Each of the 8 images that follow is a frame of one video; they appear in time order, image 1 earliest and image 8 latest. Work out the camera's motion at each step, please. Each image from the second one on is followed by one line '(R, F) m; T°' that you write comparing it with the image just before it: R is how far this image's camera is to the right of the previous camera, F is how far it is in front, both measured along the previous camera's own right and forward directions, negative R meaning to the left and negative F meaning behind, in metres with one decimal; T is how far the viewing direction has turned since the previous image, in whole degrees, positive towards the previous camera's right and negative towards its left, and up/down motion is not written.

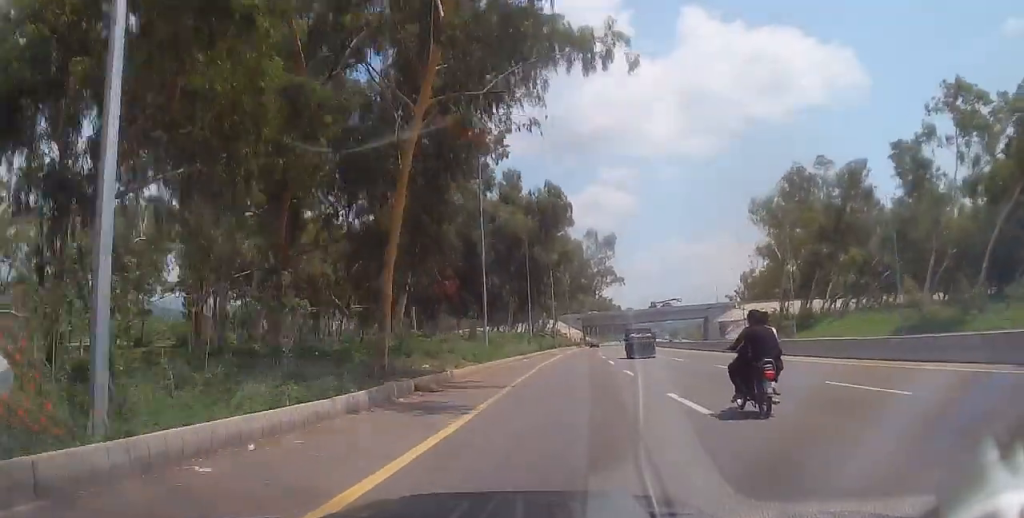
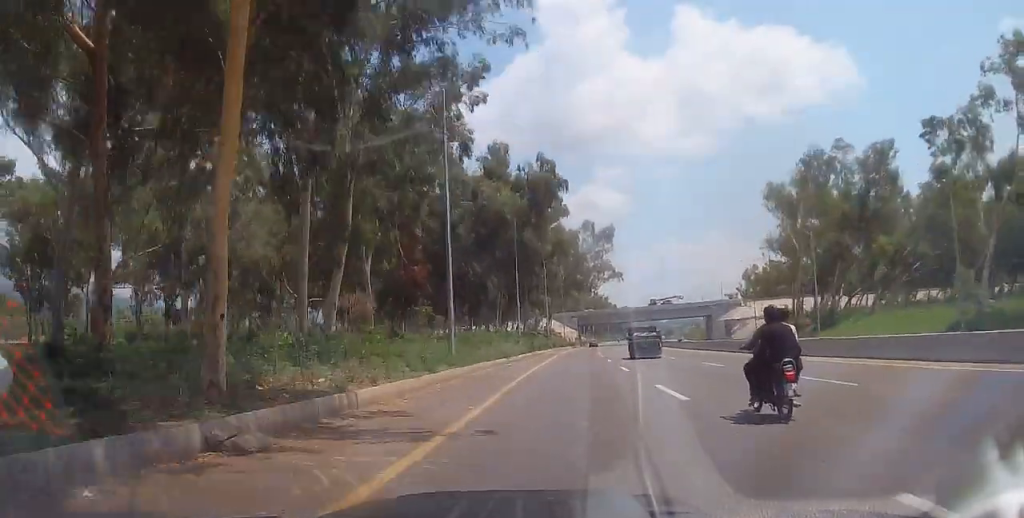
(0.0, +9.8) m; +1°
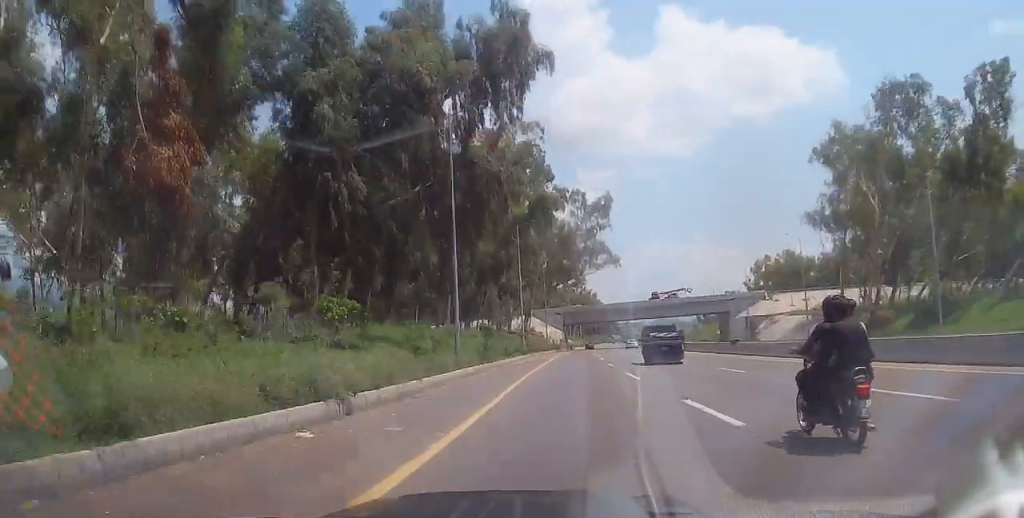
(+0.6, +27.7) m; 0°
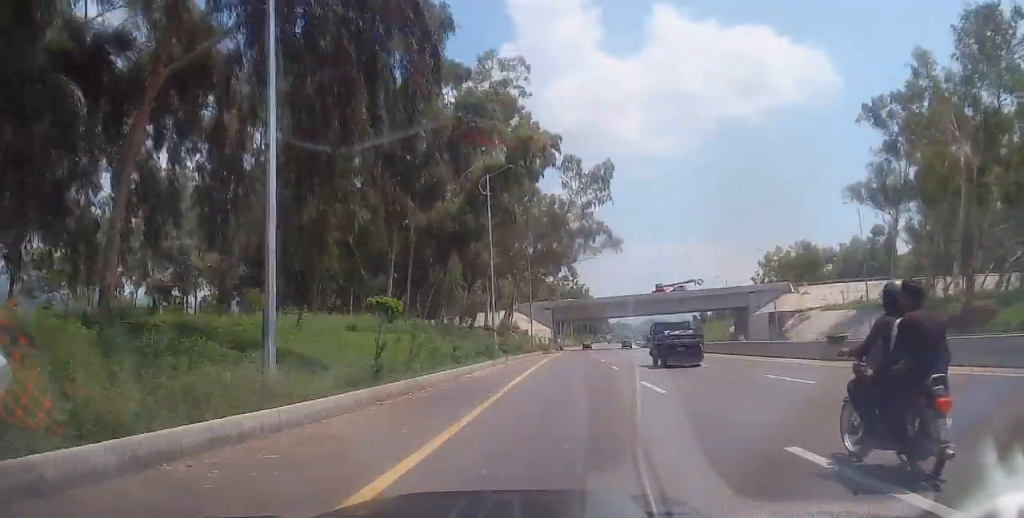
(-0.1, +18.0) m; 0°
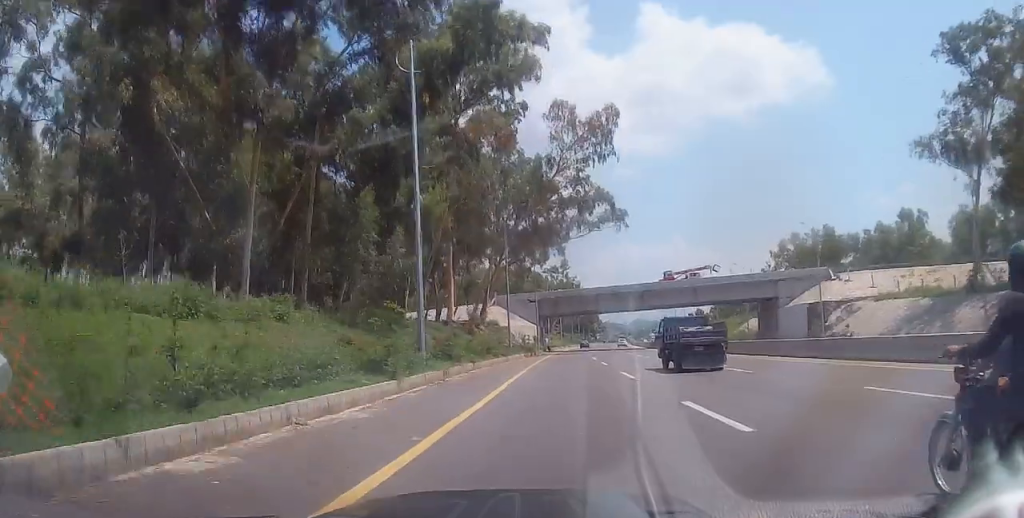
(+0.2, +18.9) m; +2°
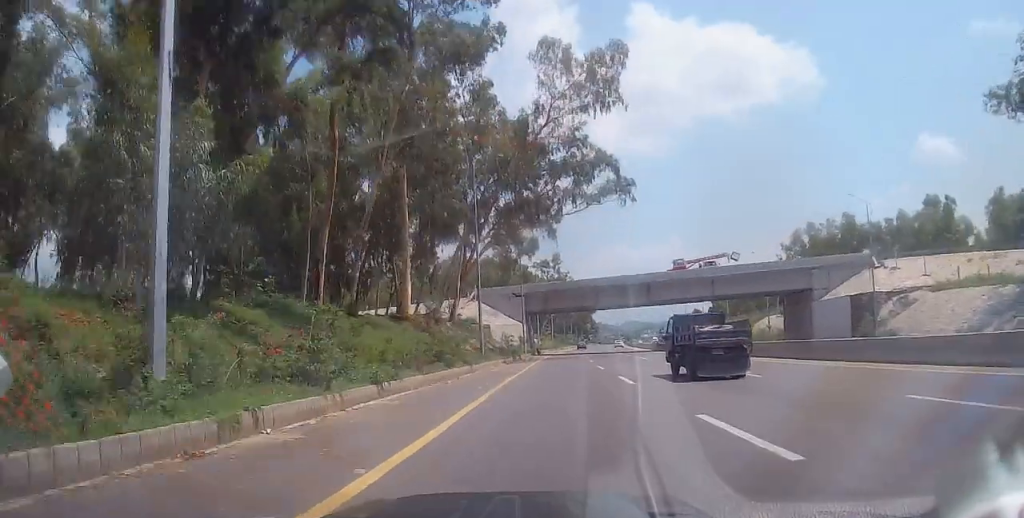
(+0.3, +14.0) m; +1°
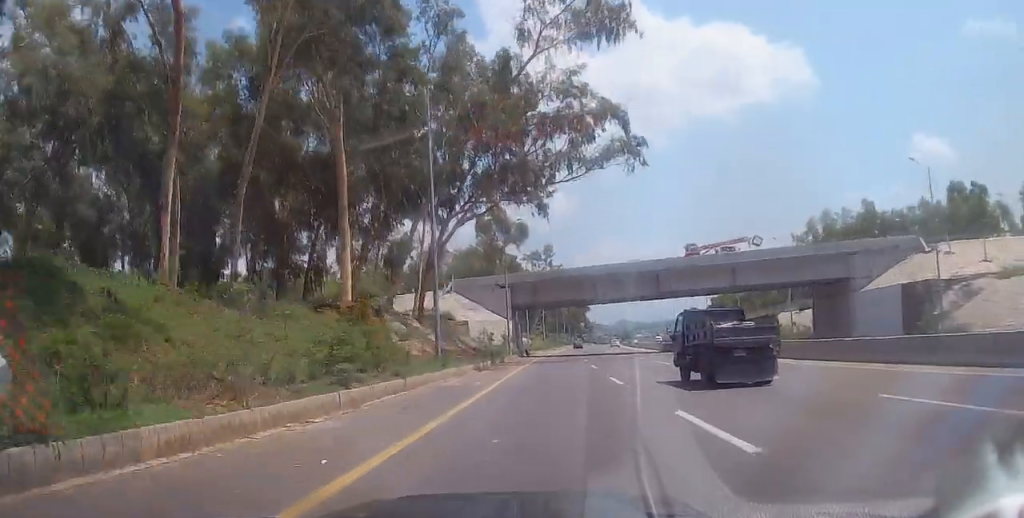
(+0.4, +11.5) m; 0°
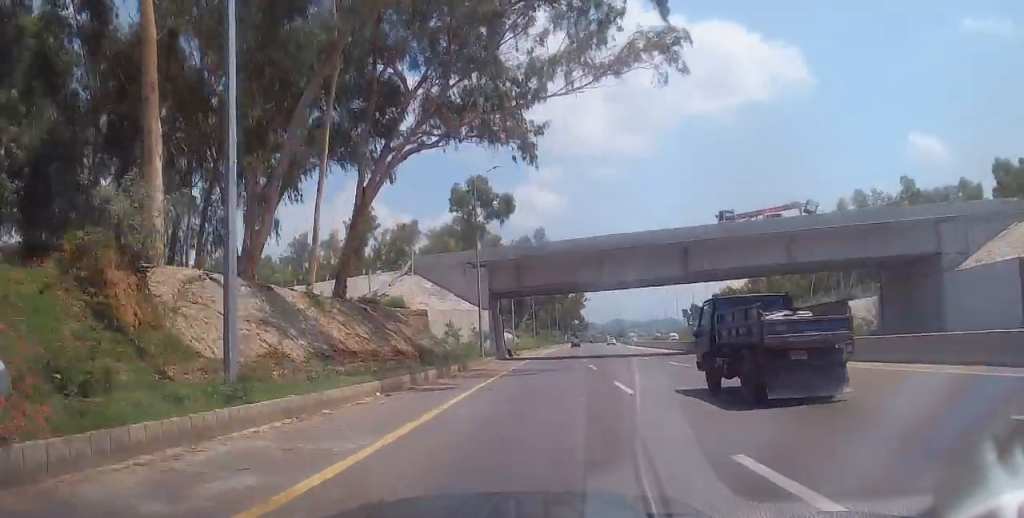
(-0.5, +16.2) m; 0°
